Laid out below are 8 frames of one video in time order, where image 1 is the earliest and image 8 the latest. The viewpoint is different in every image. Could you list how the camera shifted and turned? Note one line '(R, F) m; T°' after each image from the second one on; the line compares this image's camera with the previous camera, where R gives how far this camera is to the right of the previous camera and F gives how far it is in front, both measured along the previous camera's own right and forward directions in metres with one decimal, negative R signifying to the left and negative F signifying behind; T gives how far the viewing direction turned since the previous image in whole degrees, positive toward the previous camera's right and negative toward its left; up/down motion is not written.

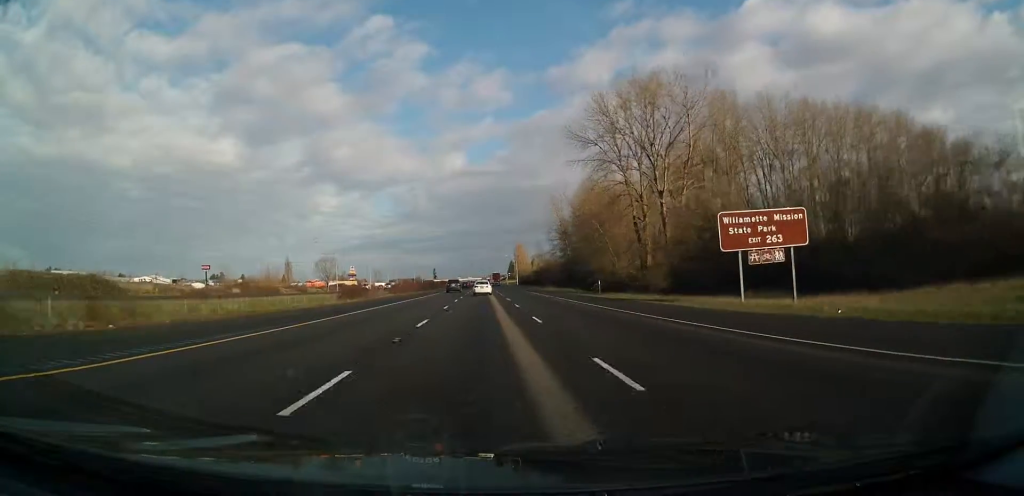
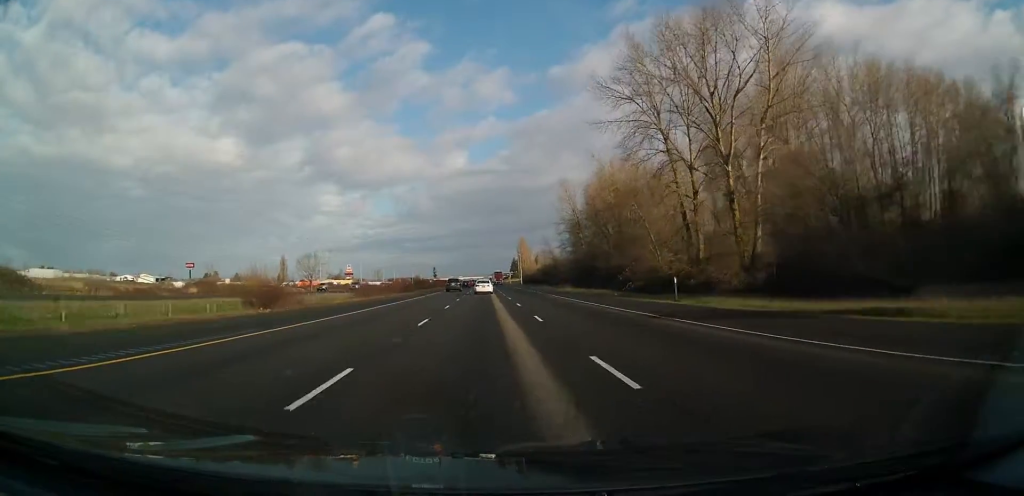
(0.0, +24.2) m; 0°
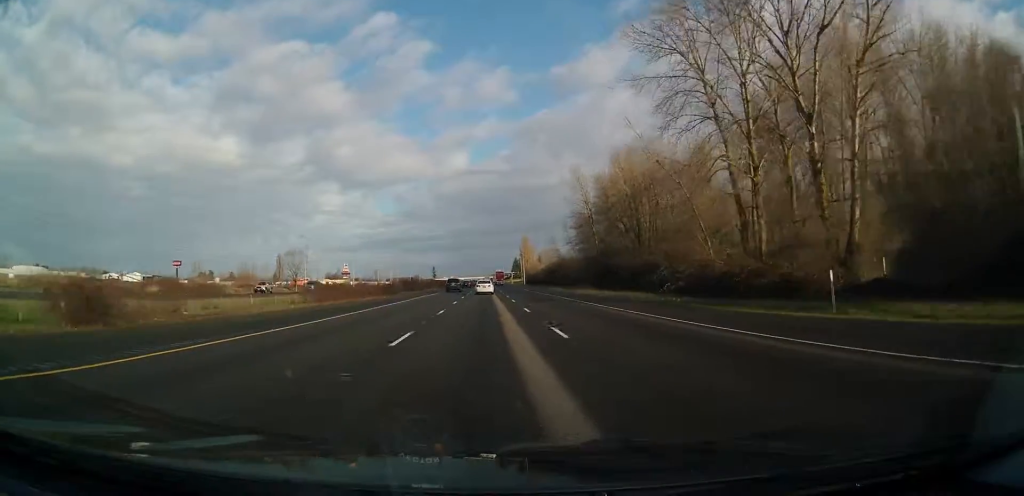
(0.0, +17.6) m; 0°
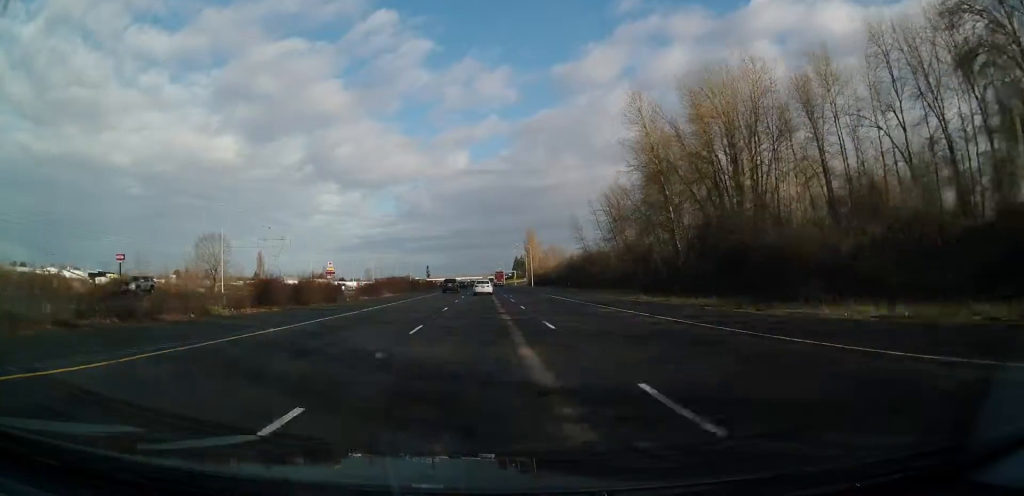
(-0.4, +58.3) m; 0°
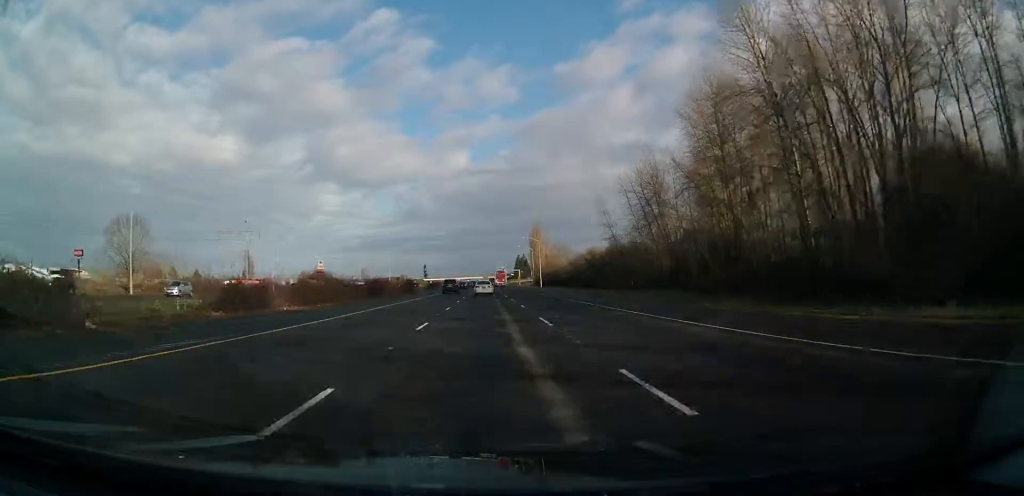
(+0.2, +35.1) m; 0°
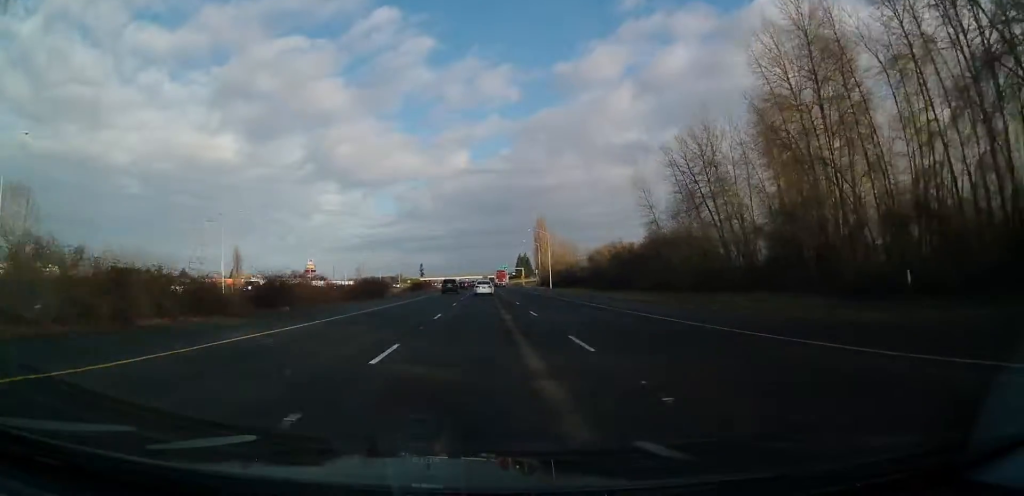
(-0.4, +30.8) m; 0°
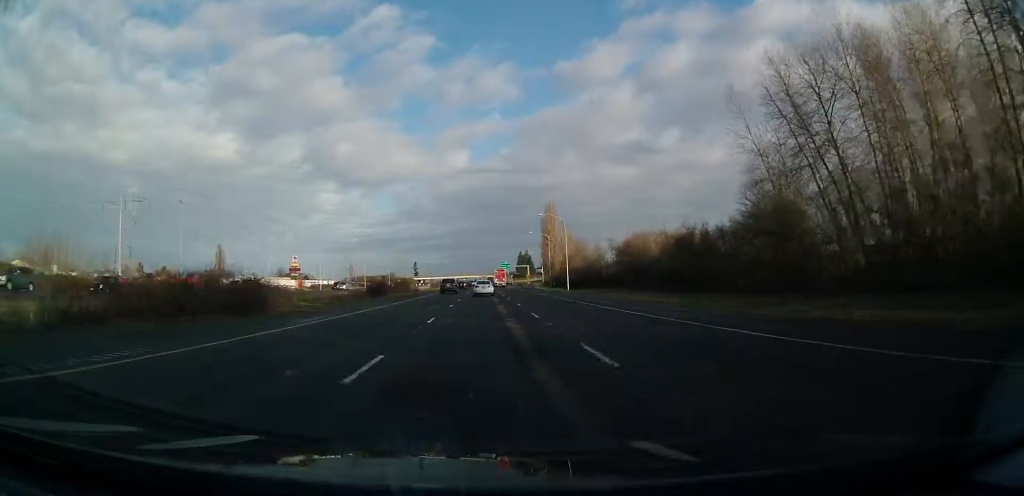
(+0.2, +38.5) m; +1°
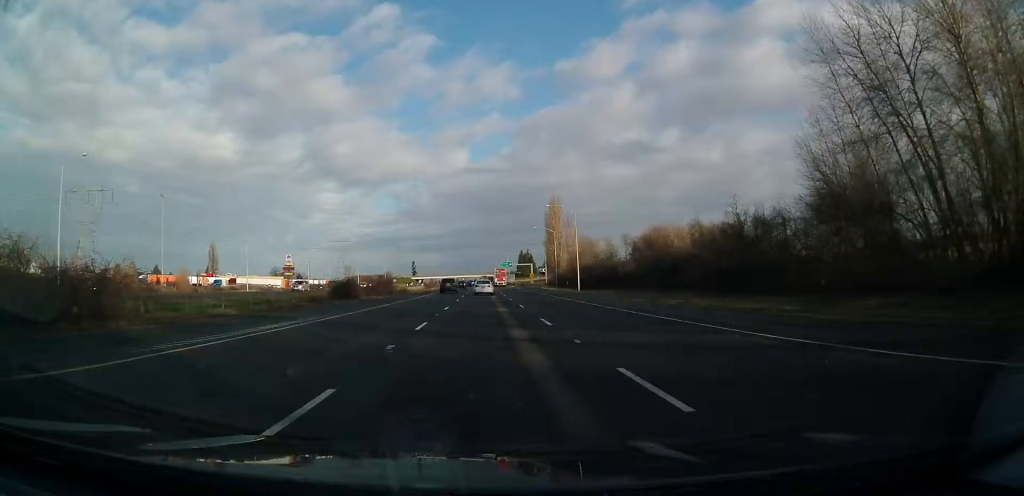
(+0.2, +15.4) m; 0°
